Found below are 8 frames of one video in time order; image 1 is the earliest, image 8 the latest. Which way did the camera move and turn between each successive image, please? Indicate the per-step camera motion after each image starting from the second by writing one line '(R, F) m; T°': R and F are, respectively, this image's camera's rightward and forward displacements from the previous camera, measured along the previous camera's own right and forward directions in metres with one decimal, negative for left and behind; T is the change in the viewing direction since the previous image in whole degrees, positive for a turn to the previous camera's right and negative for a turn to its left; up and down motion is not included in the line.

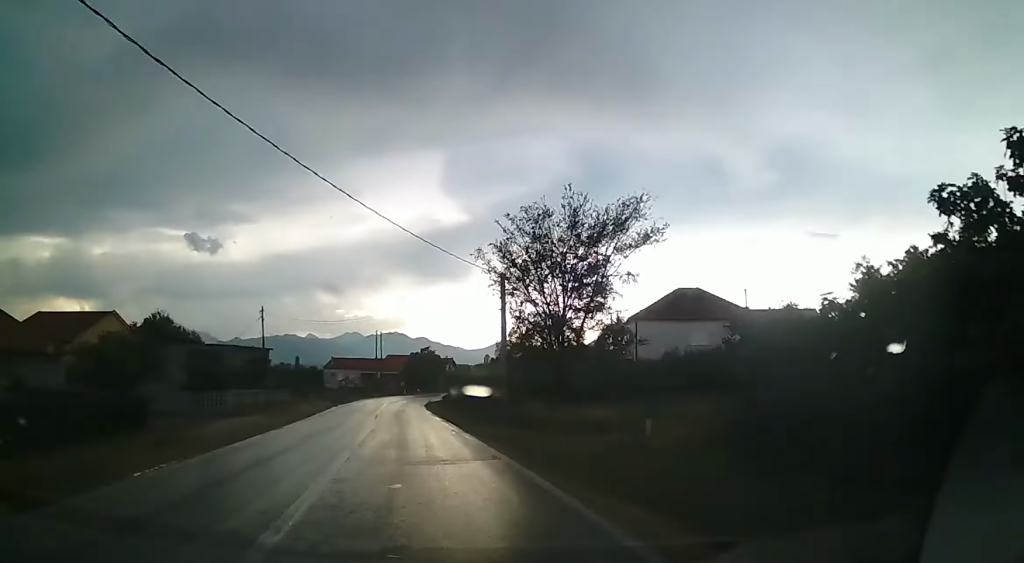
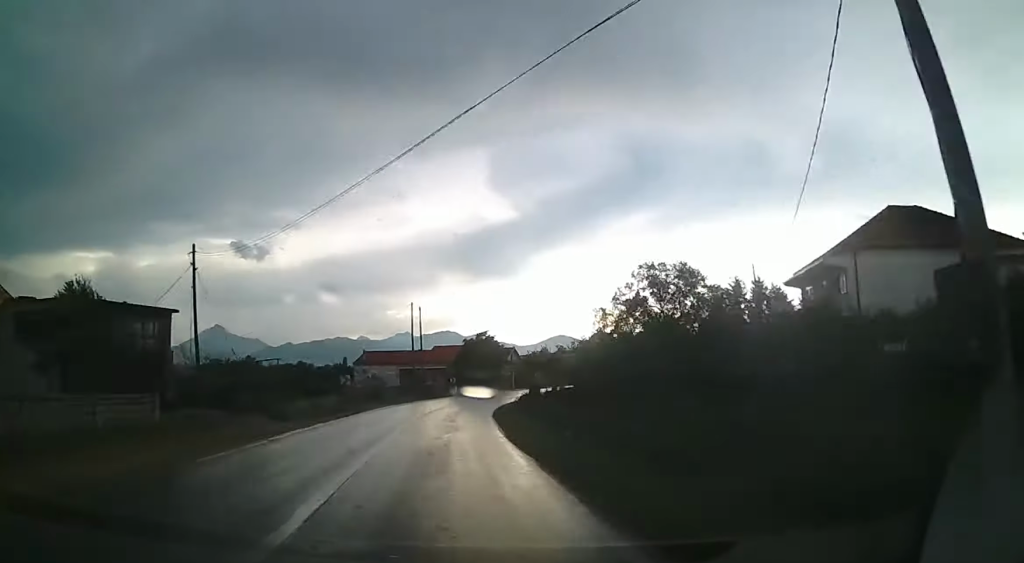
(+2.4, +25.1) m; -1°
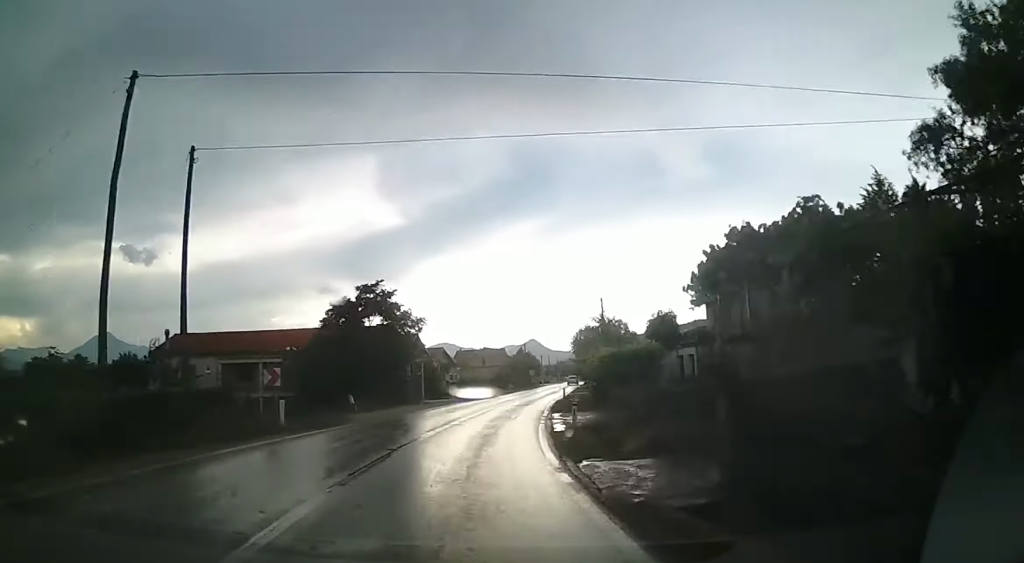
(-2.2, +41.5) m; -5°
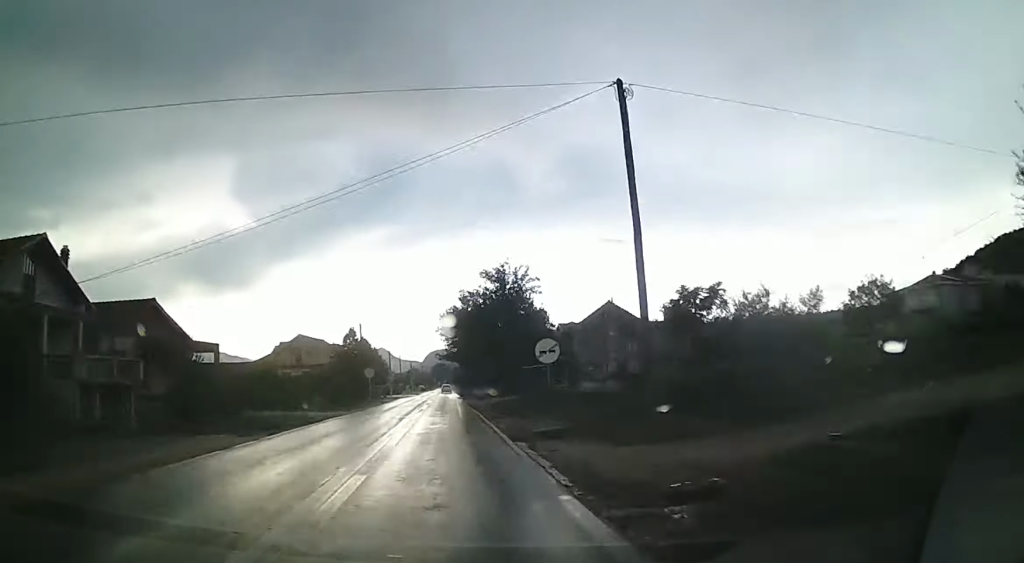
(-3.8, +49.9) m; -7°
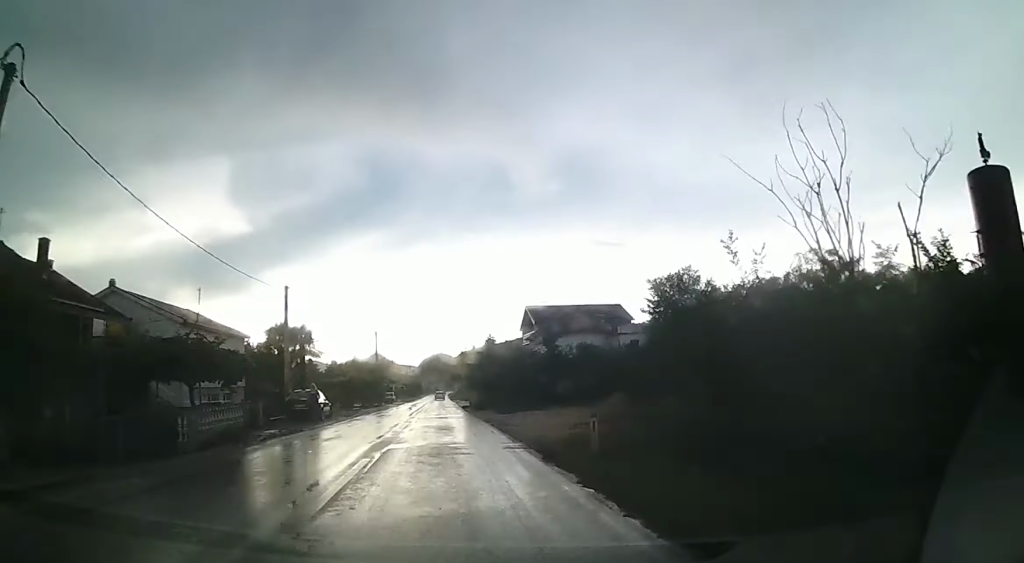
(-8.2, +133.3) m; -3°
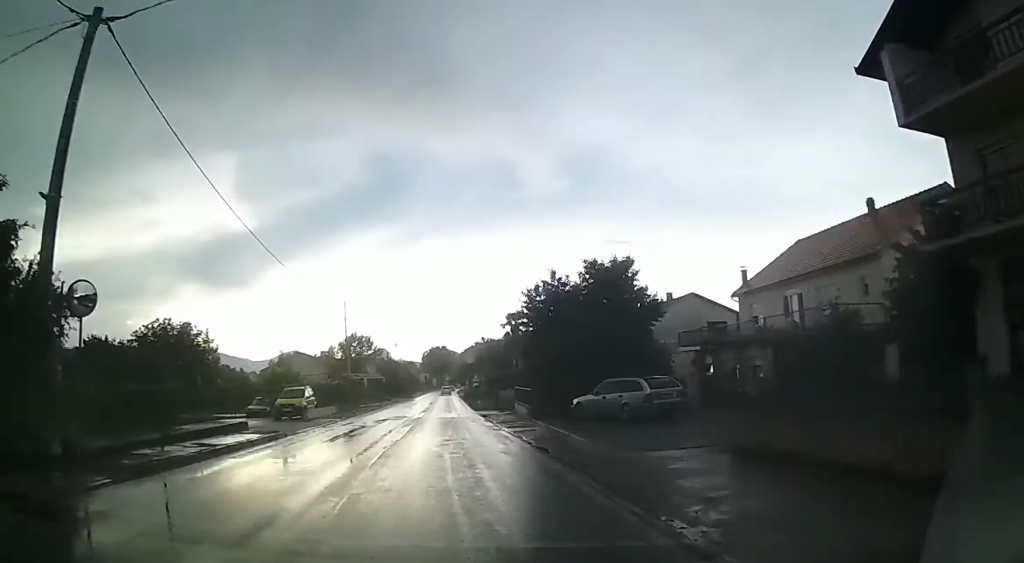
(+0.6, +64.2) m; 0°
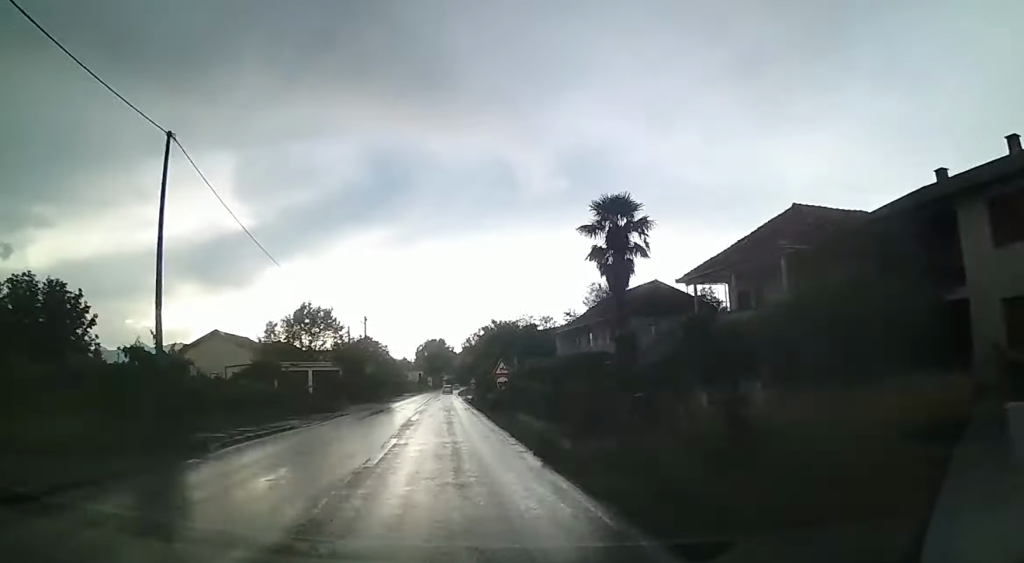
(+0.4, +35.0) m; -1°
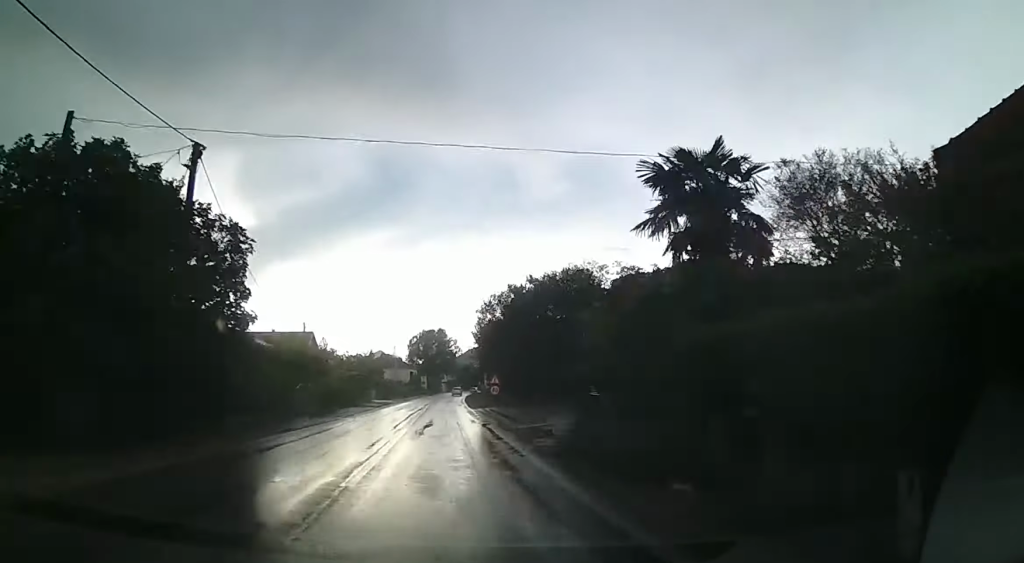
(-0.9, +42.7) m; -1°
